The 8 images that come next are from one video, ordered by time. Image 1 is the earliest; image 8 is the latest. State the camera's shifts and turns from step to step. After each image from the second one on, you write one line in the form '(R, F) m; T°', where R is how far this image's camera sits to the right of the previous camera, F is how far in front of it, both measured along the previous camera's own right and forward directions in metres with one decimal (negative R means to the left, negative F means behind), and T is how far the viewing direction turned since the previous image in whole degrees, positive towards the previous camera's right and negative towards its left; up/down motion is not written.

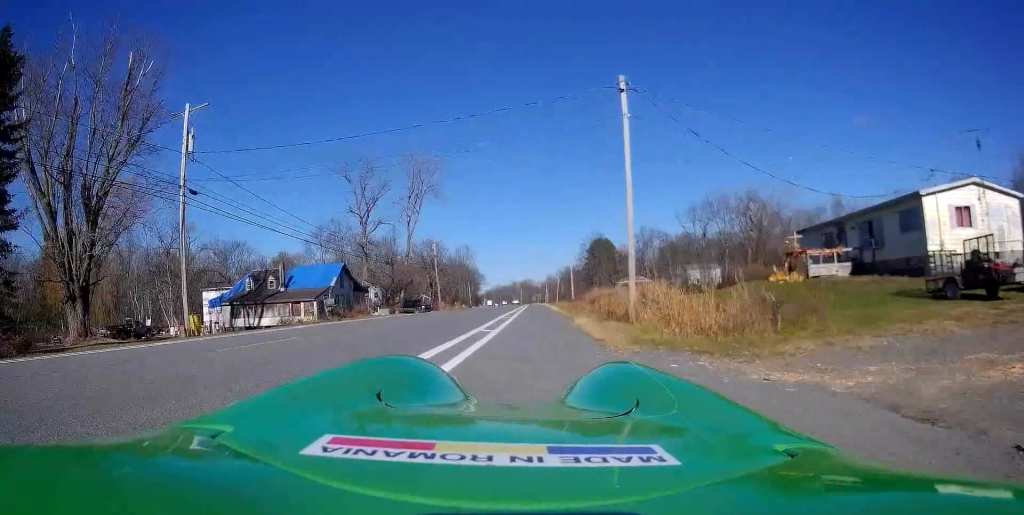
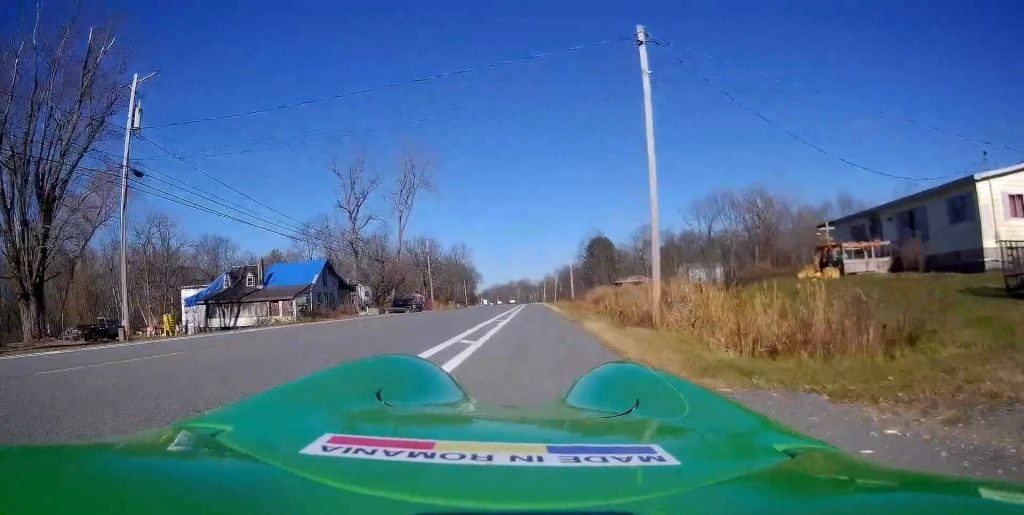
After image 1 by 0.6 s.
(0.0, +4.3) m; +1°
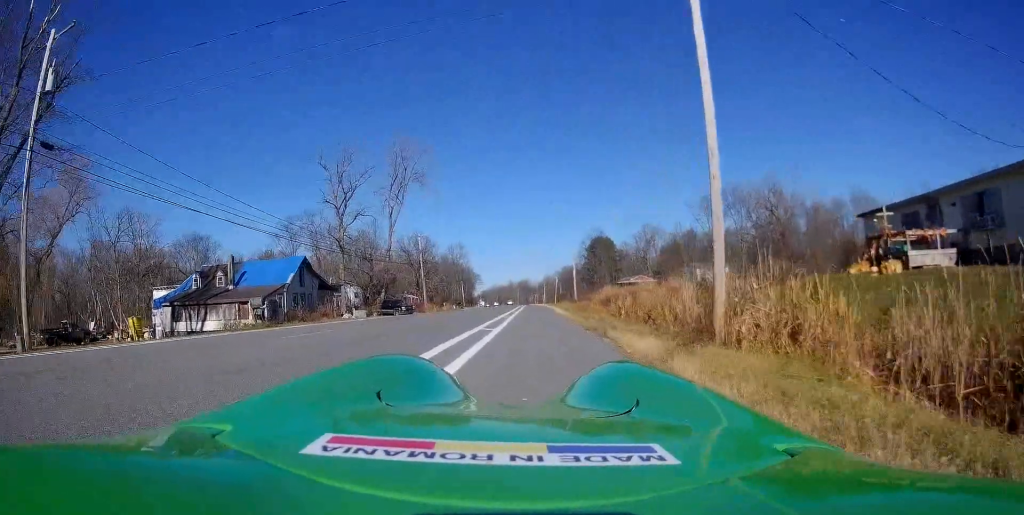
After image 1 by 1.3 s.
(+0.3, +5.2) m; 0°
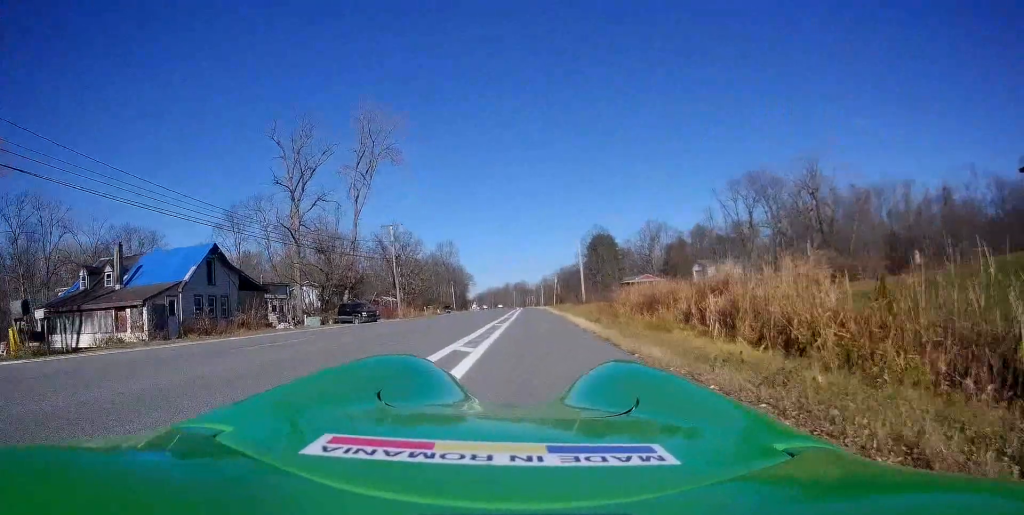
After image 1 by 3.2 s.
(-0.6, +14.1) m; -1°
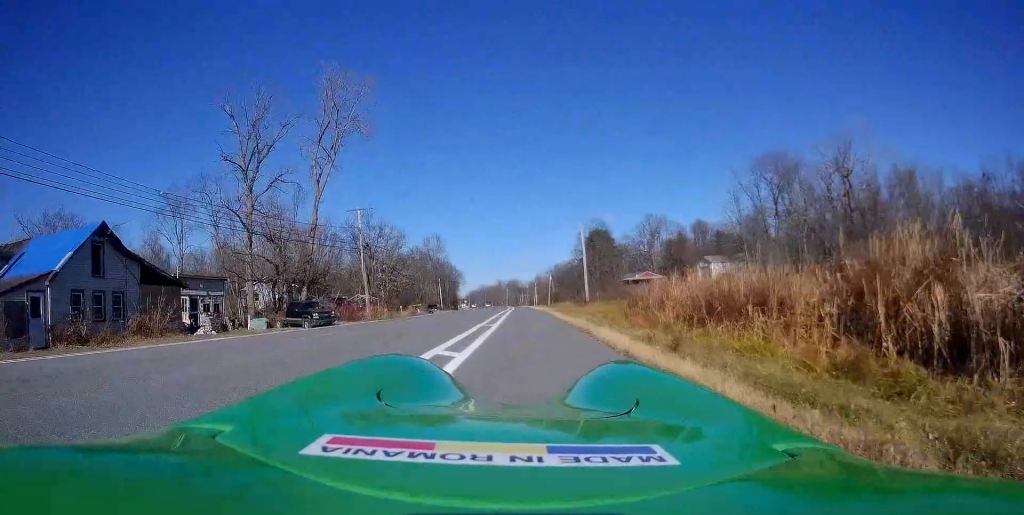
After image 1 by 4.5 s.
(+0.4, +9.9) m; 0°
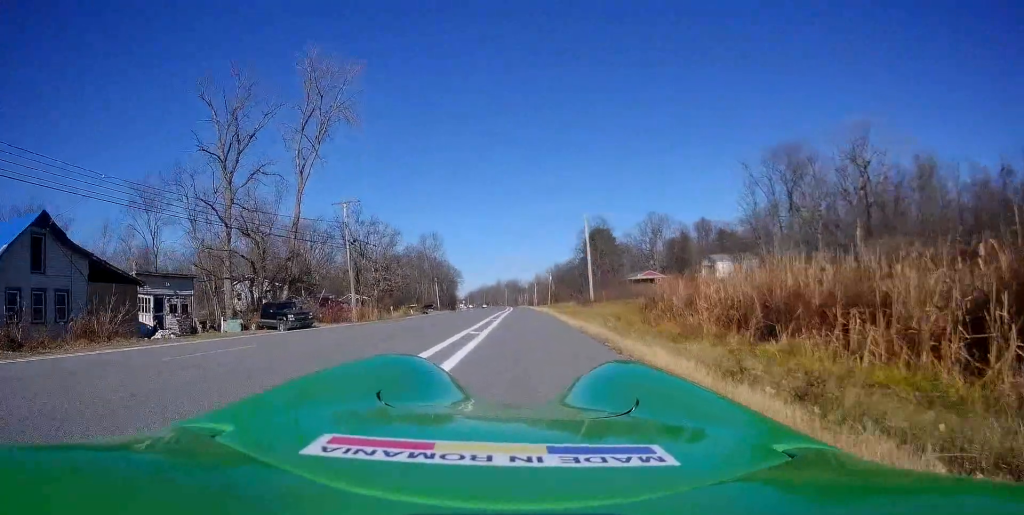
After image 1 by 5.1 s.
(-0.2, +4.1) m; -2°
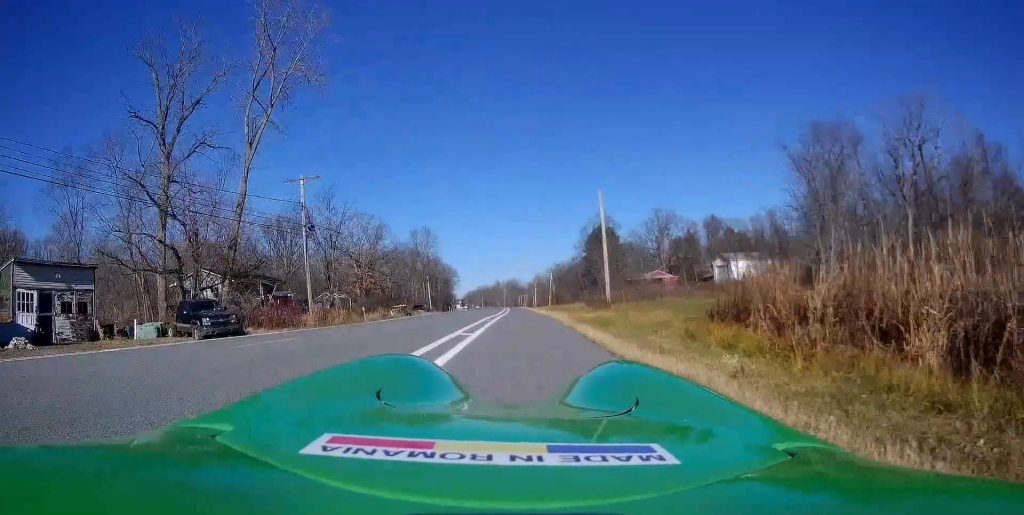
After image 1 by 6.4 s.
(-0.2, +9.7) m; -4°
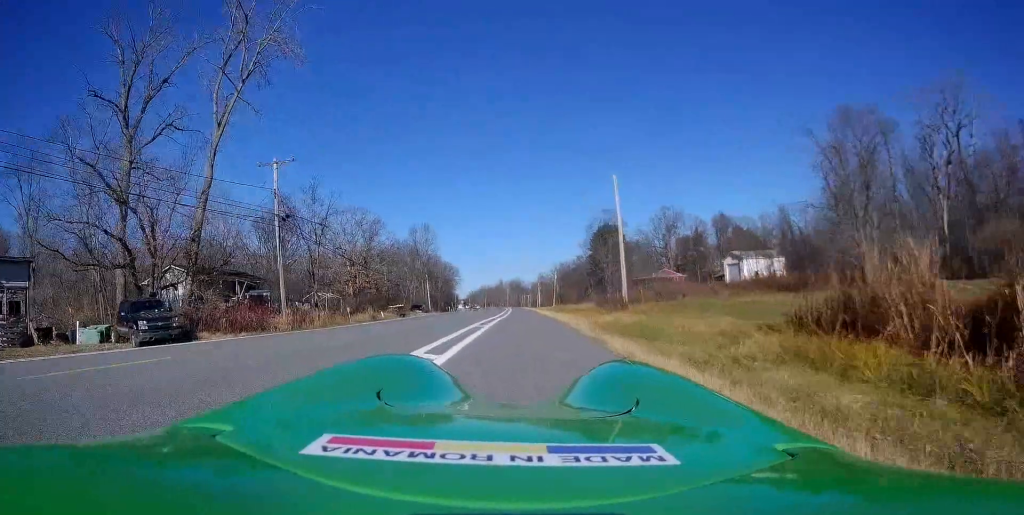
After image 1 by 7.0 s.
(-0.2, +5.0) m; 0°
